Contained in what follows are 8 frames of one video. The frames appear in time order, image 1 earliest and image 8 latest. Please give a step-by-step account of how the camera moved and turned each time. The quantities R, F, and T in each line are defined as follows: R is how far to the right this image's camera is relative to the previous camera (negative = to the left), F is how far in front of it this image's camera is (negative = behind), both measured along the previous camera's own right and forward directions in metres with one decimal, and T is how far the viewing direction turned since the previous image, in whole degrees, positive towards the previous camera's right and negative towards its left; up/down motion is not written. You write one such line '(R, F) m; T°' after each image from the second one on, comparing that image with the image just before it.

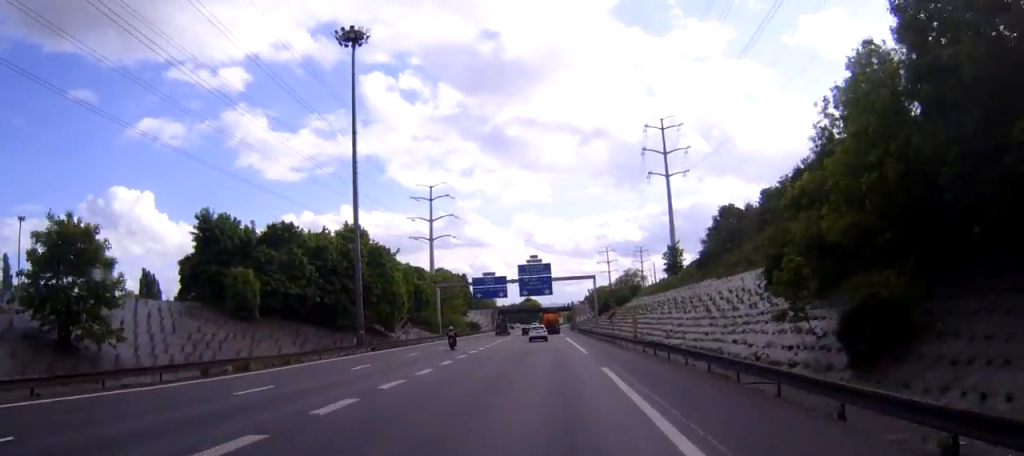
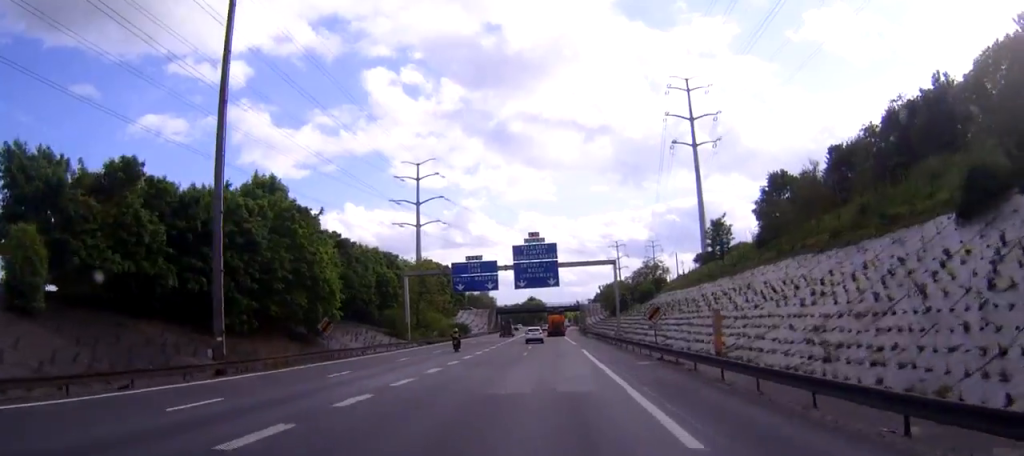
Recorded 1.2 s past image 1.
(0.0, +30.2) m; 0°
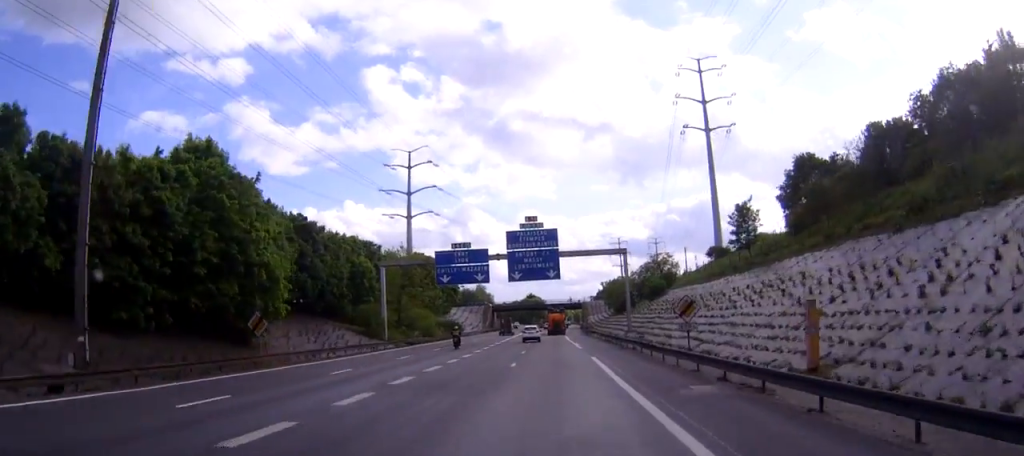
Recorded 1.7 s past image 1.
(0.0, +12.6) m; 0°
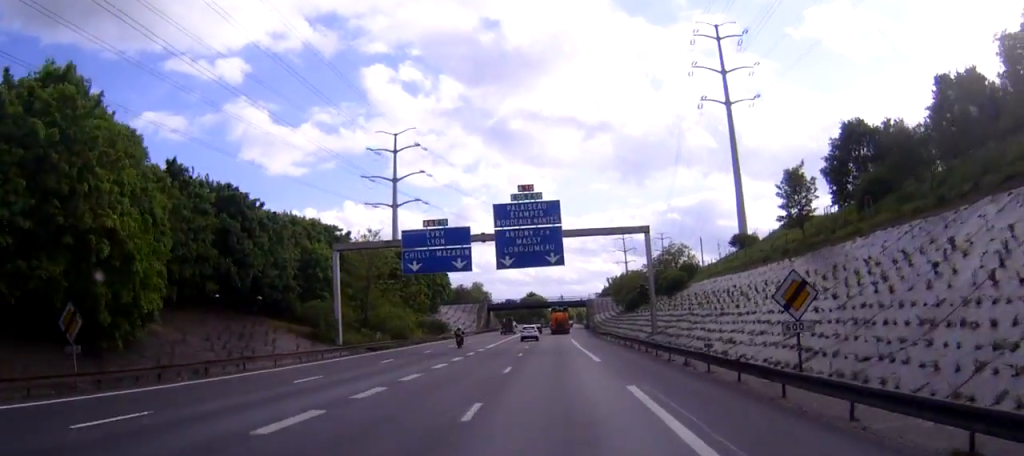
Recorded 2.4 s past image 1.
(0.0, +17.5) m; -1°
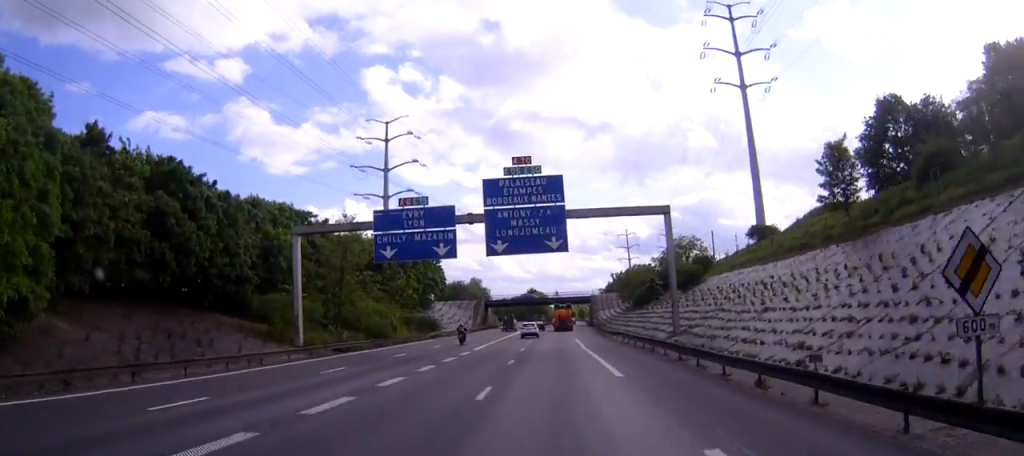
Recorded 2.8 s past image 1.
(-0.1, +10.0) m; 0°
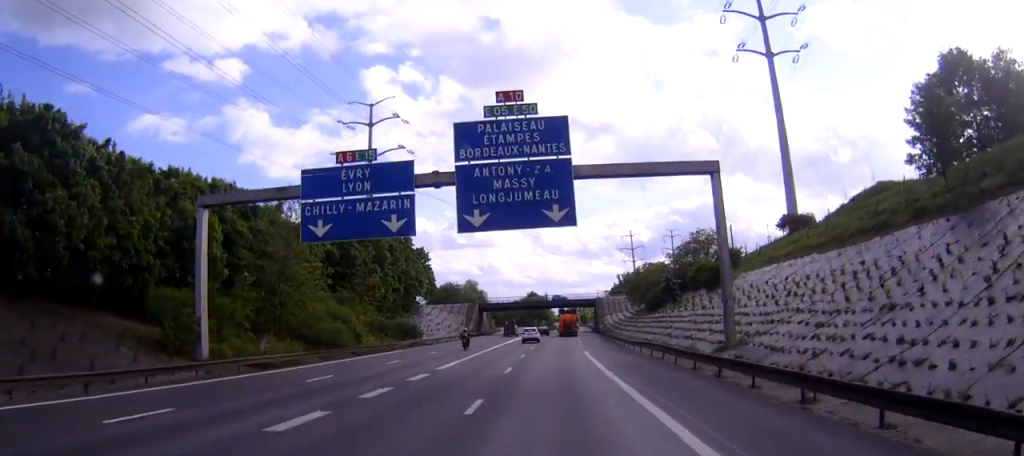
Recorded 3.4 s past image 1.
(-0.2, +15.0) m; 0°
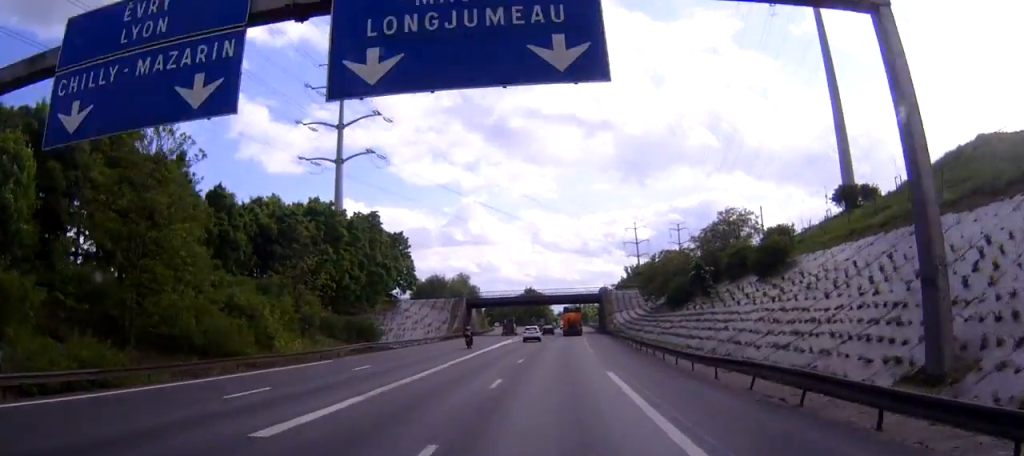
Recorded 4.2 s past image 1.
(0.0, +20.0) m; 0°
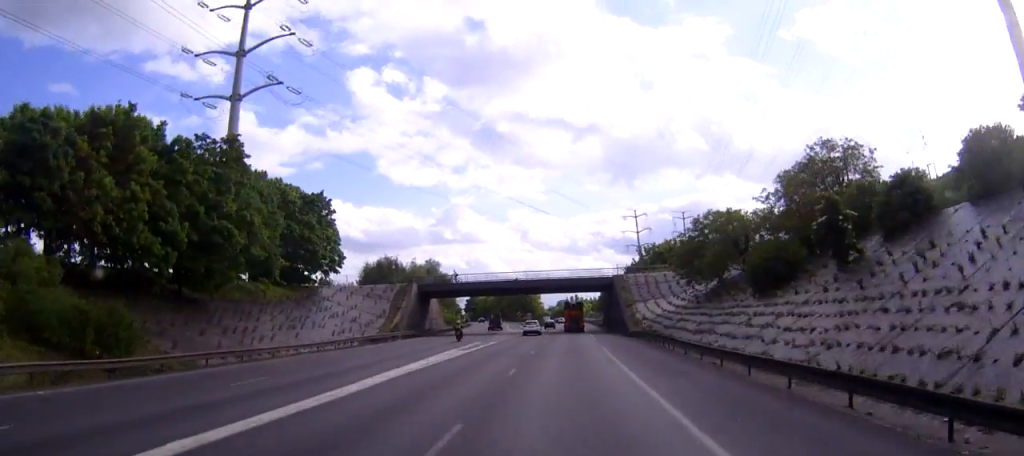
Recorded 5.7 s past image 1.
(+0.2, +38.3) m; +1°
